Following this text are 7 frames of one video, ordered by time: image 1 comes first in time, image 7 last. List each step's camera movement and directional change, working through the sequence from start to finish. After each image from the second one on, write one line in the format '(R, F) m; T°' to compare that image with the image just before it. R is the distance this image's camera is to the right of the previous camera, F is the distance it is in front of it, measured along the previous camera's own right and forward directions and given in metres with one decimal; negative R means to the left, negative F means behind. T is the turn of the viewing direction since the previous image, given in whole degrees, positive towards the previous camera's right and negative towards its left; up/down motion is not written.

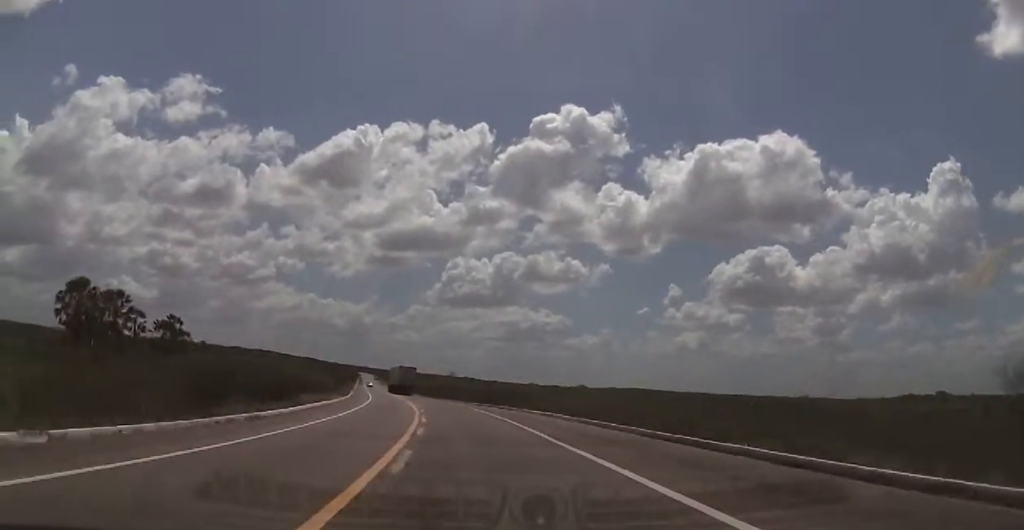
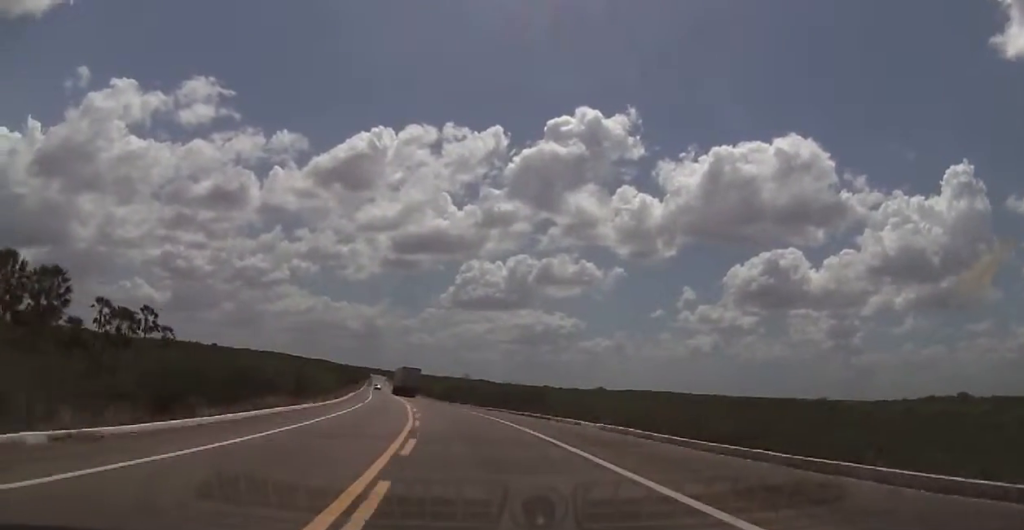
(0.0, +13.0) m; -1°
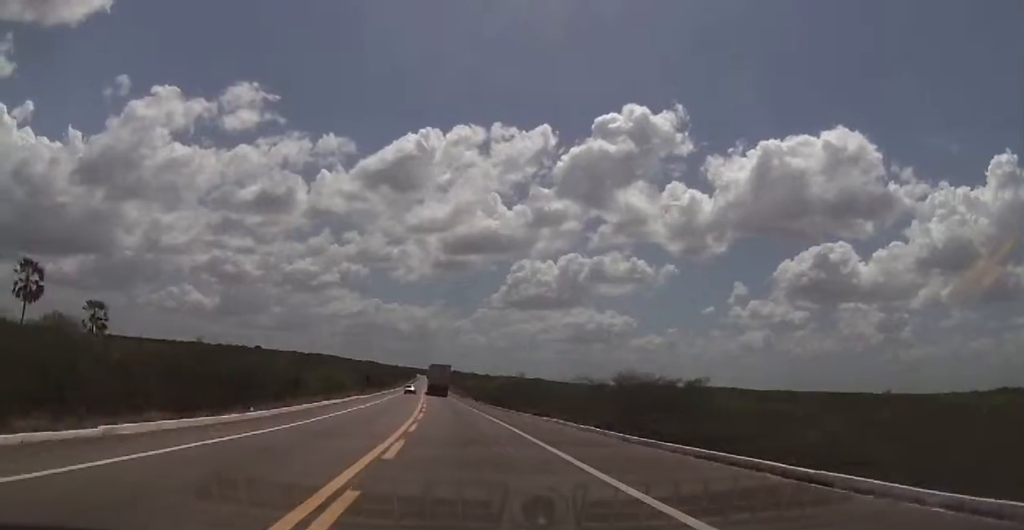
(-0.5, +34.4) m; -3°
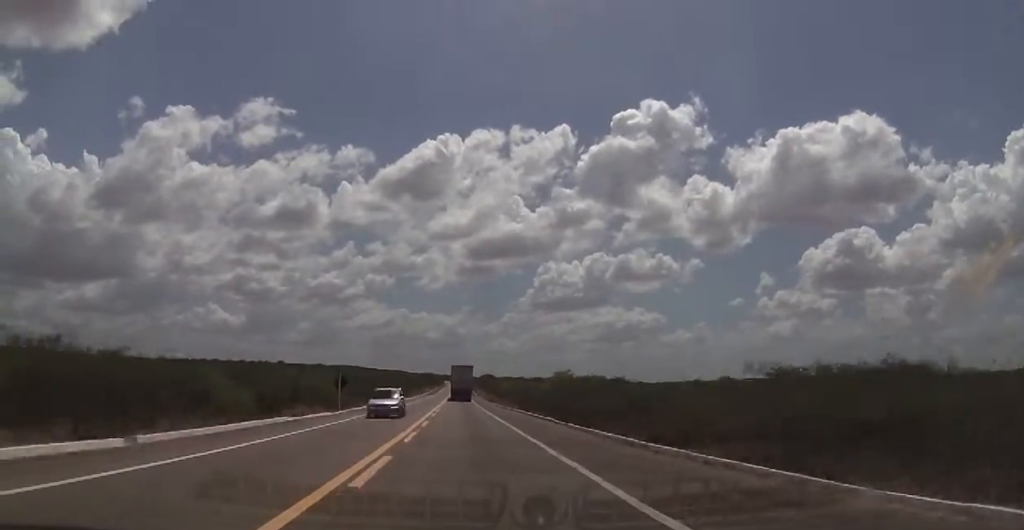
(-1.7, +35.3) m; -4°
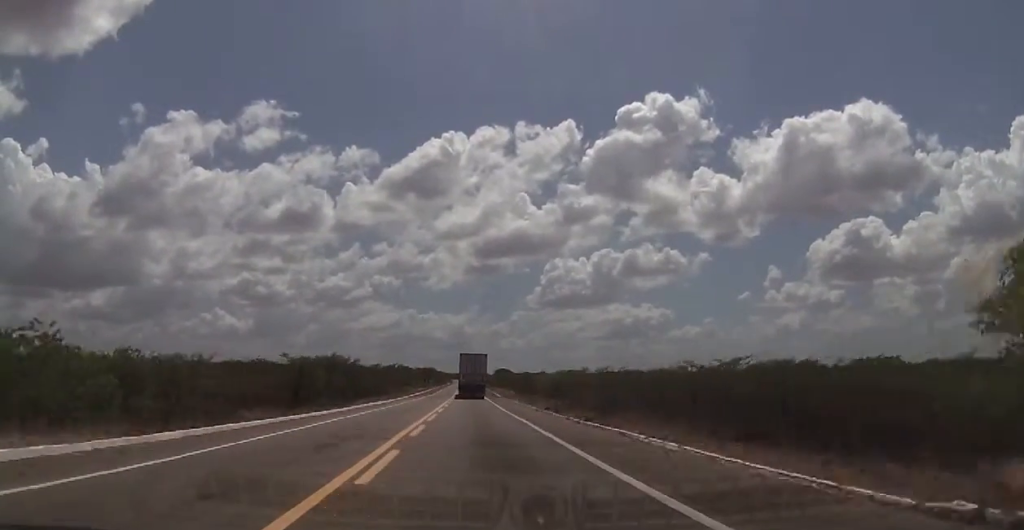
(-2.4, +64.8) m; -3°
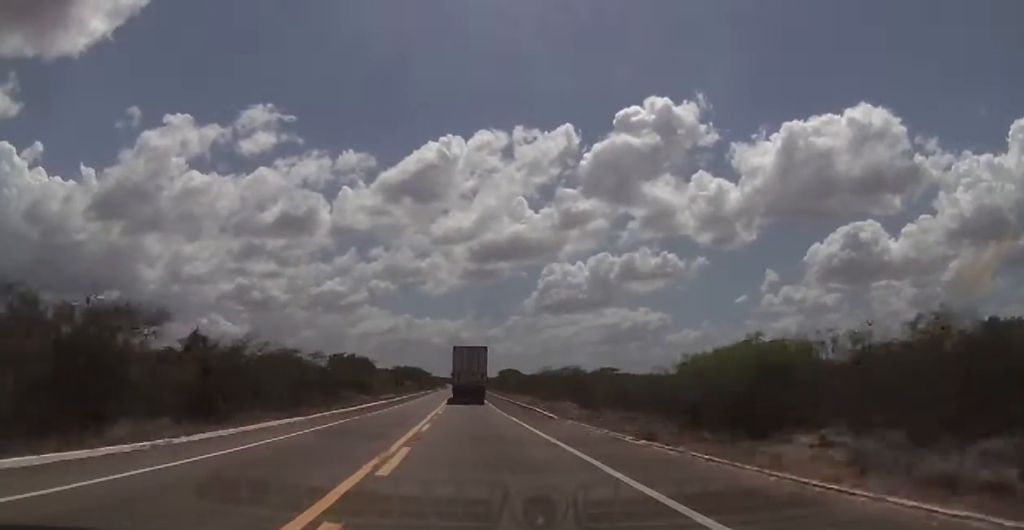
(-0.3, +55.3) m; 0°
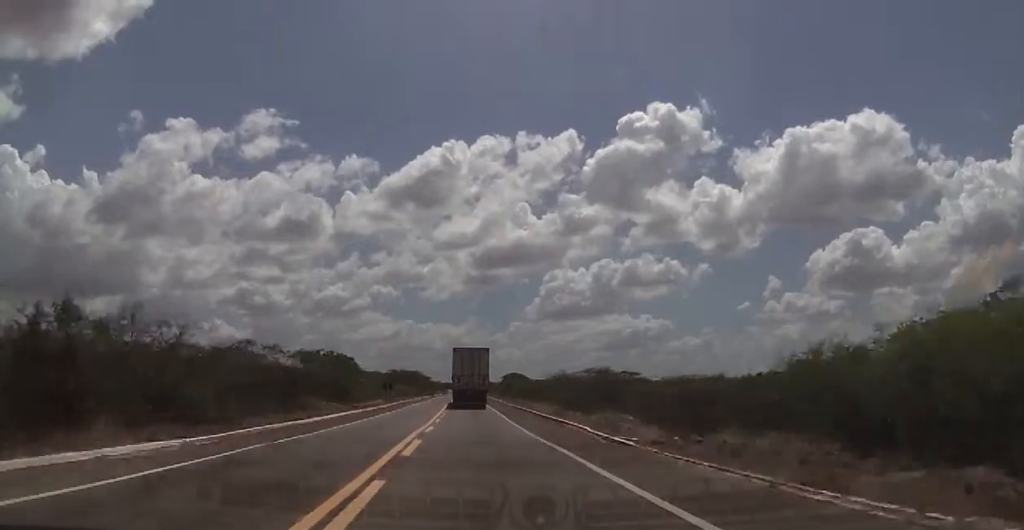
(+0.1, +14.4) m; 0°
